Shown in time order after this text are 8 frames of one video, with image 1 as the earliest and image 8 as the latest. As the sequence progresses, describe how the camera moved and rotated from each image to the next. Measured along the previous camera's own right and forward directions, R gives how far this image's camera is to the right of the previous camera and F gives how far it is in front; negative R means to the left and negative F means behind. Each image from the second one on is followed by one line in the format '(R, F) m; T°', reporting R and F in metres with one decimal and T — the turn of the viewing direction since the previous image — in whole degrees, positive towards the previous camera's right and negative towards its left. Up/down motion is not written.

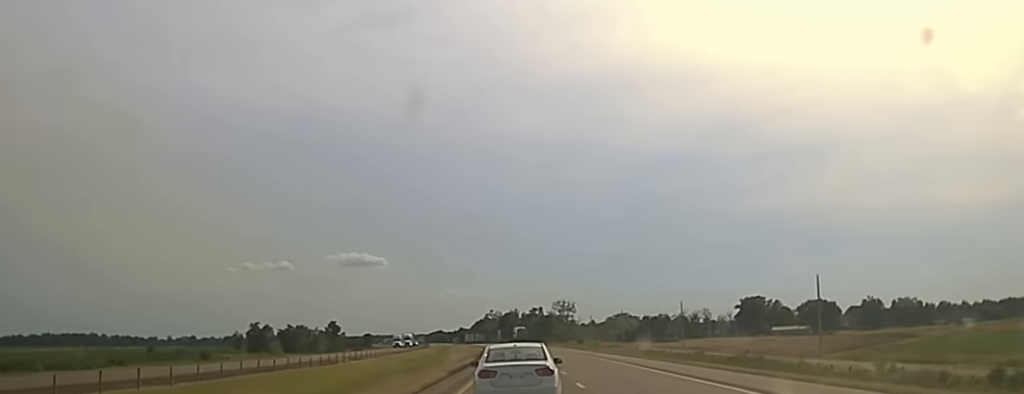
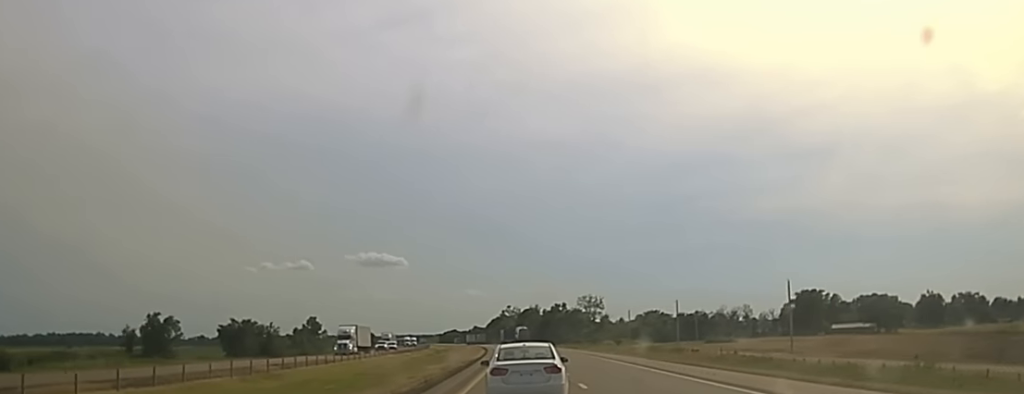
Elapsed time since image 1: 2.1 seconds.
(-0.3, +70.5) m; -1°
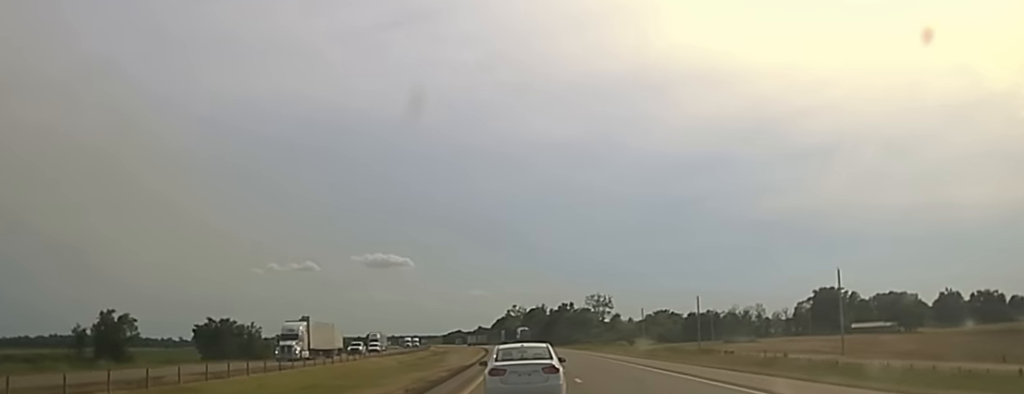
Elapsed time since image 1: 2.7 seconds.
(-0.1, +19.8) m; -1°
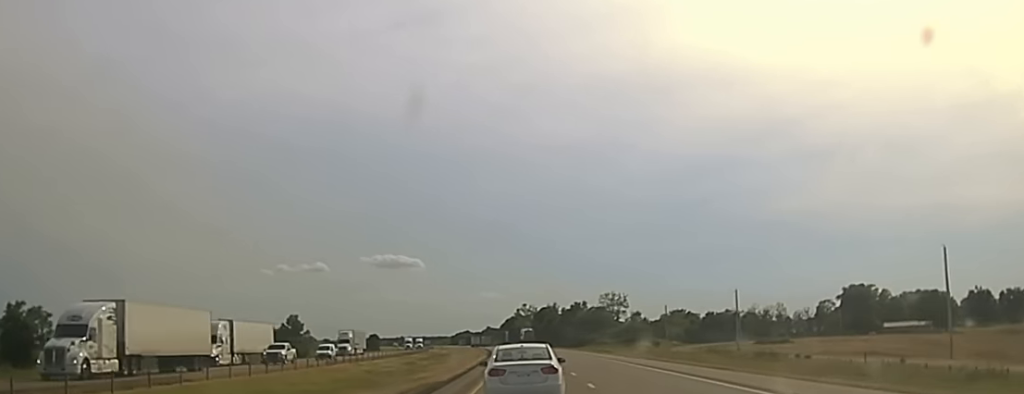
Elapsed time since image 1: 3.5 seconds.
(-0.2, +27.3) m; -1°
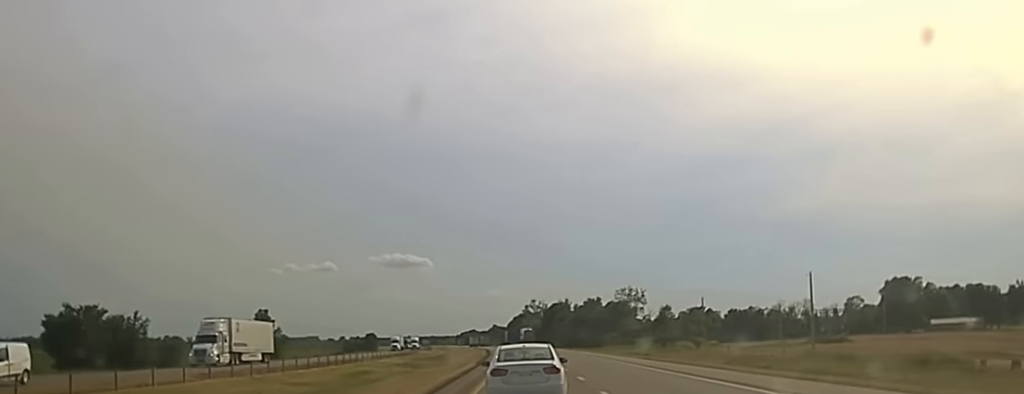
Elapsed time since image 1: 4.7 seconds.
(-0.2, +40.3) m; 0°
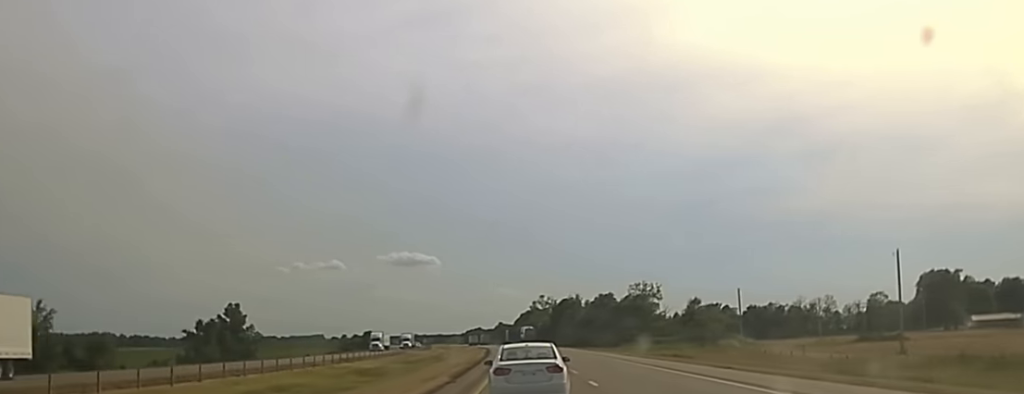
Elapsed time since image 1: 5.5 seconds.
(+0.3, +27.9) m; 0°
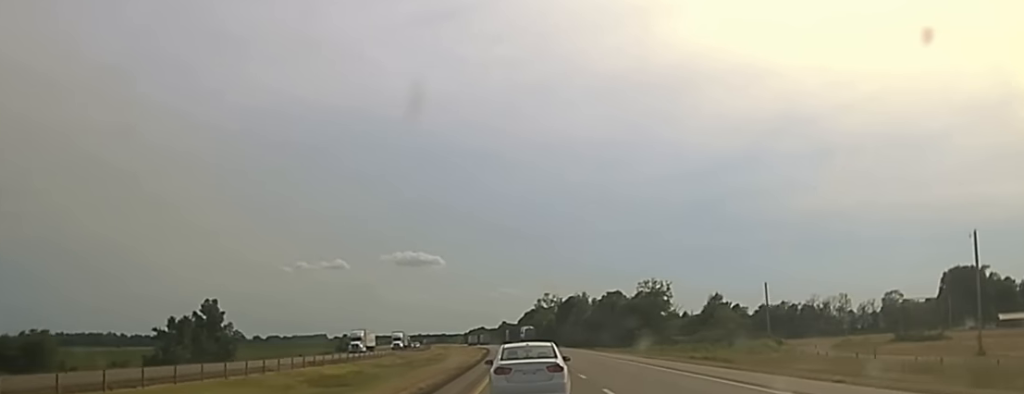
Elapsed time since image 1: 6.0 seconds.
(-0.2, +18.7) m; -1°
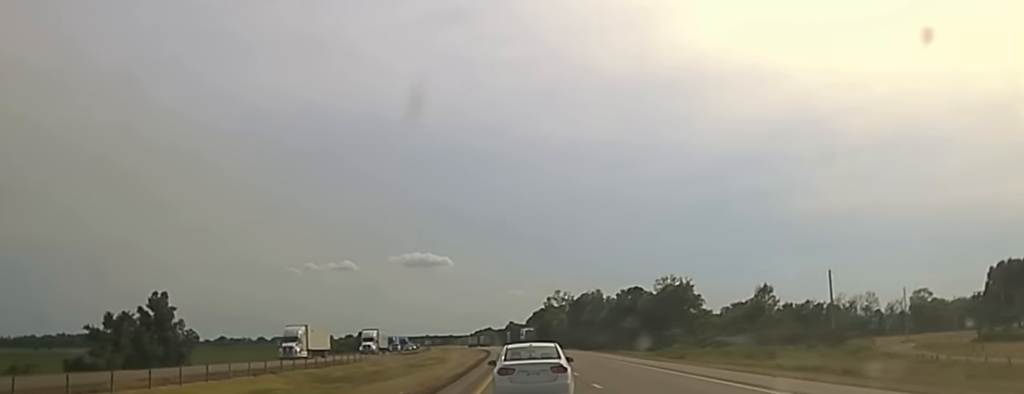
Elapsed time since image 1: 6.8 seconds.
(-0.4, +30.1) m; -1°
